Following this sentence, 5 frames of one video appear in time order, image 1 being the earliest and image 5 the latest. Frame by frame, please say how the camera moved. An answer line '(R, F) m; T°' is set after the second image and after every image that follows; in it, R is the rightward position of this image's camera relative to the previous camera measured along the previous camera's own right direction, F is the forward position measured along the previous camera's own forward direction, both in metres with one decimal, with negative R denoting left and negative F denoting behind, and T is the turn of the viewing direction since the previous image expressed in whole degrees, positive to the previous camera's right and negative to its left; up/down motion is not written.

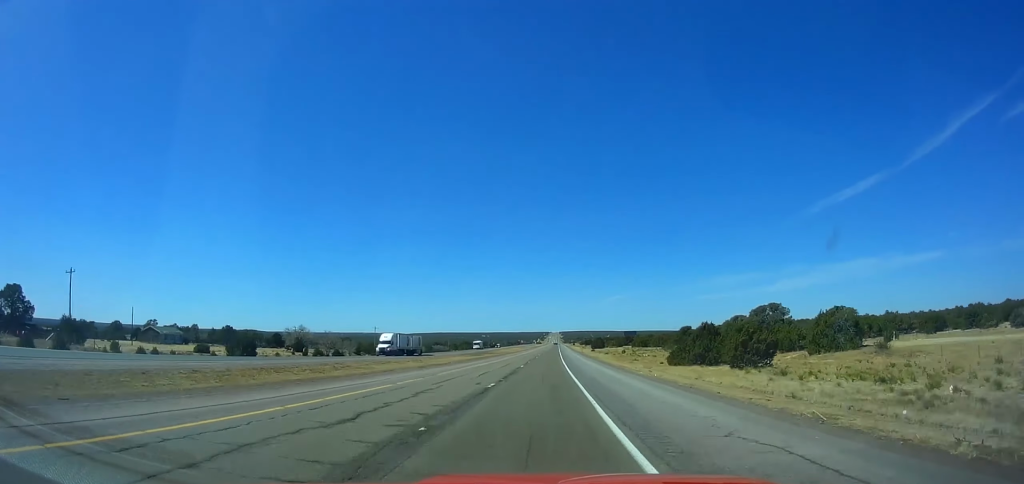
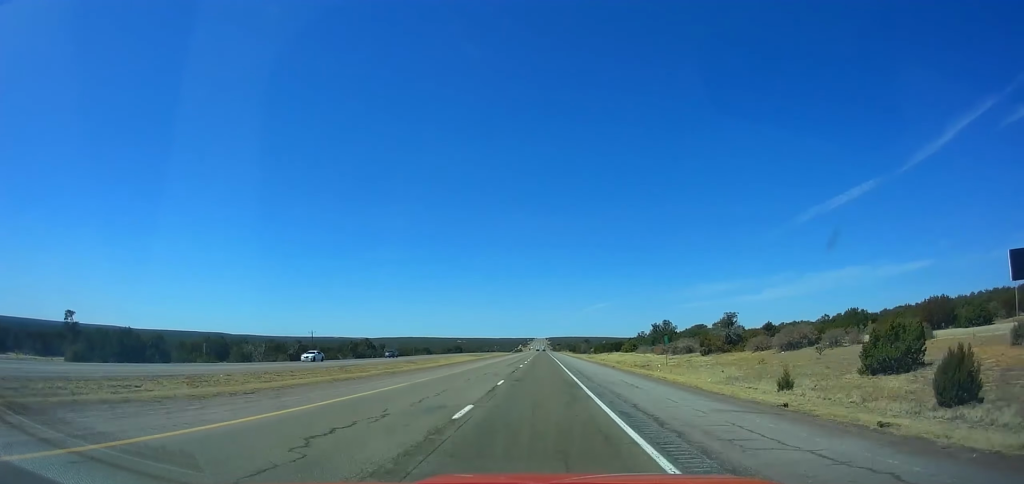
(+17.3, +413.2) m; +3°
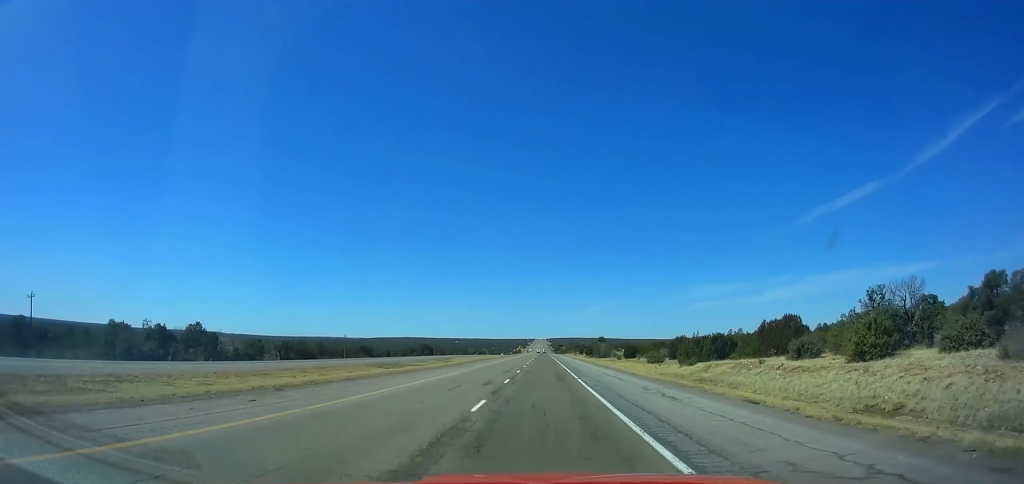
(+0.1, +96.2) m; 0°
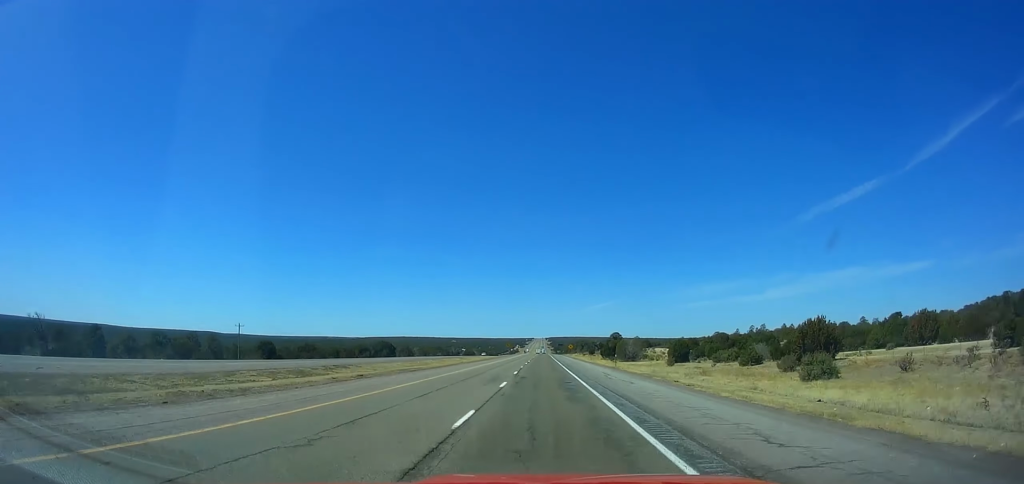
(+0.5, +64.1) m; 0°
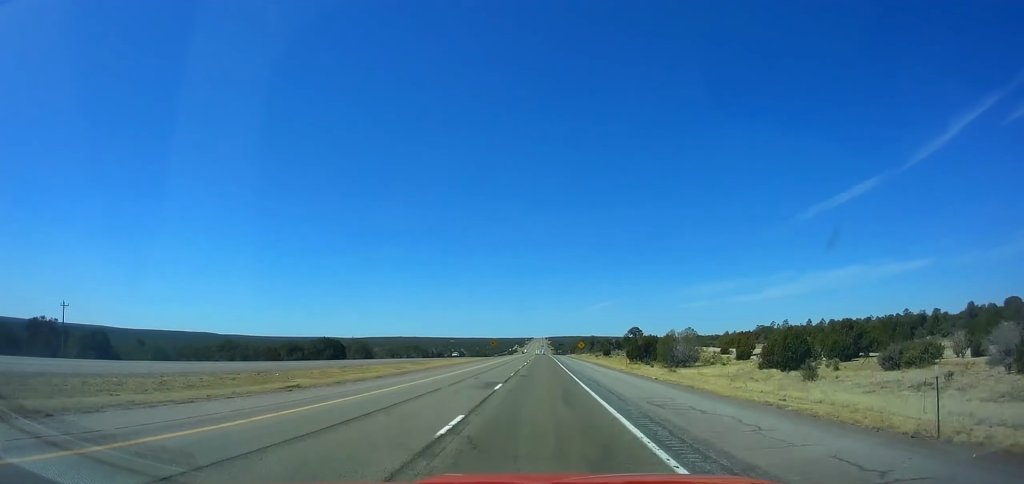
(-0.1, +49.9) m; 0°
